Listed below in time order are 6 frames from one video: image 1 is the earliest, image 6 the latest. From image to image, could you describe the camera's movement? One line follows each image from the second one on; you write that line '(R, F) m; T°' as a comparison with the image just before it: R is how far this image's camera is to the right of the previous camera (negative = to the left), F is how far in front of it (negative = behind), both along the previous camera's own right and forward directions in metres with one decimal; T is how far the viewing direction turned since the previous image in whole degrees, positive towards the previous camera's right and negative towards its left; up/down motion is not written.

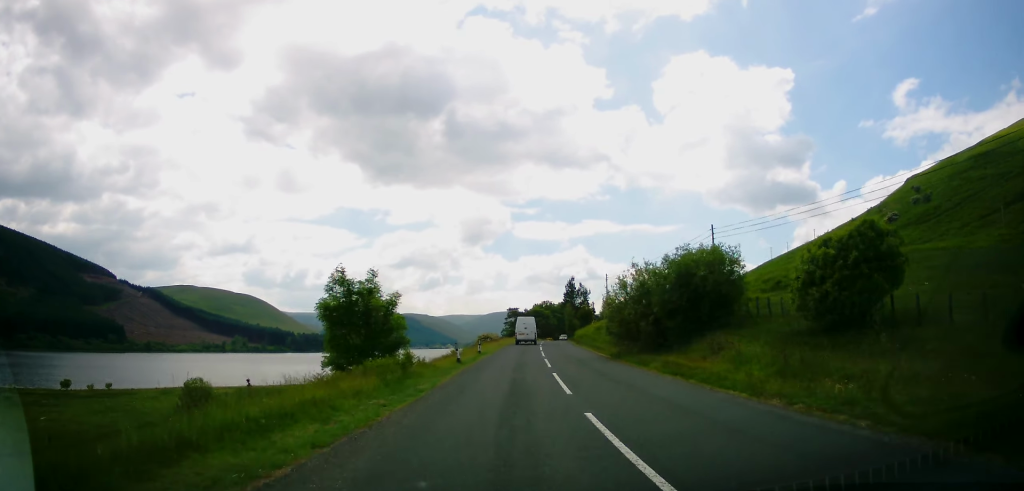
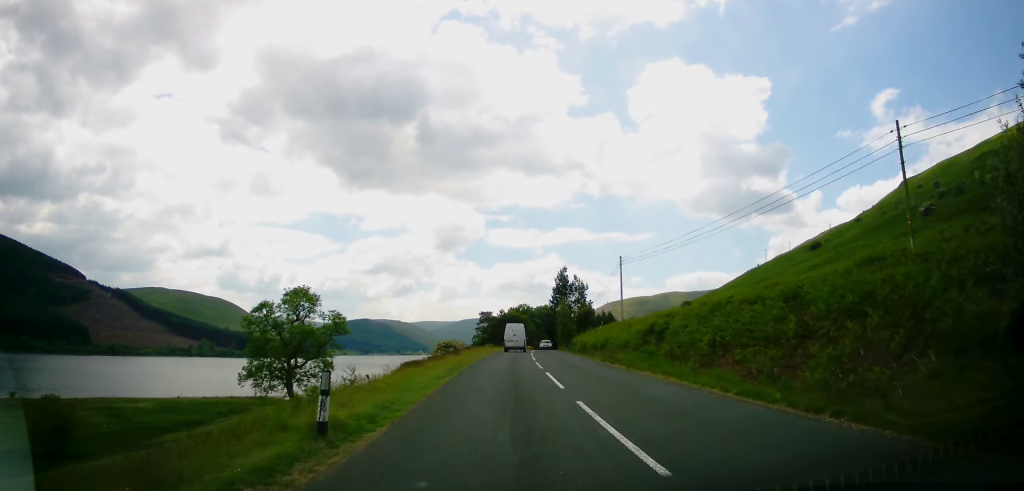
(+0.7, +26.4) m; +2°
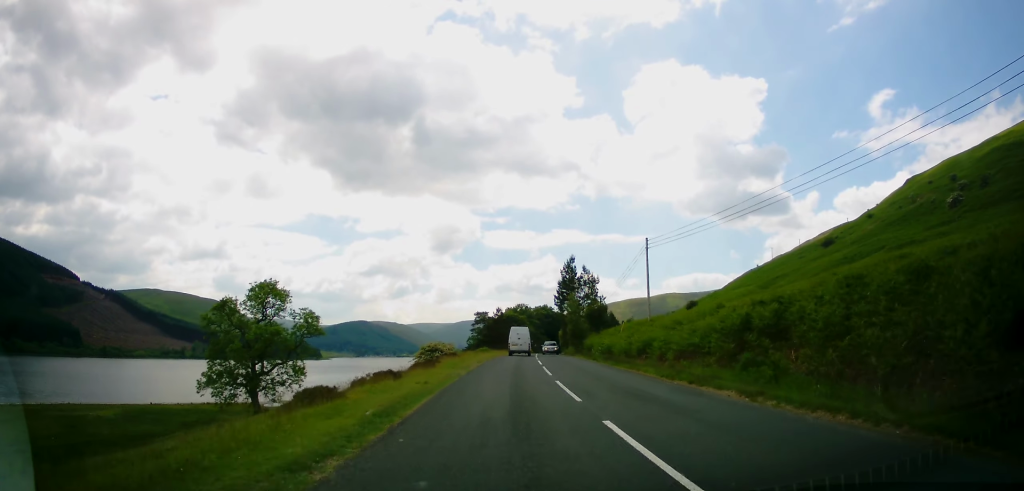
(0.0, +11.8) m; +1°
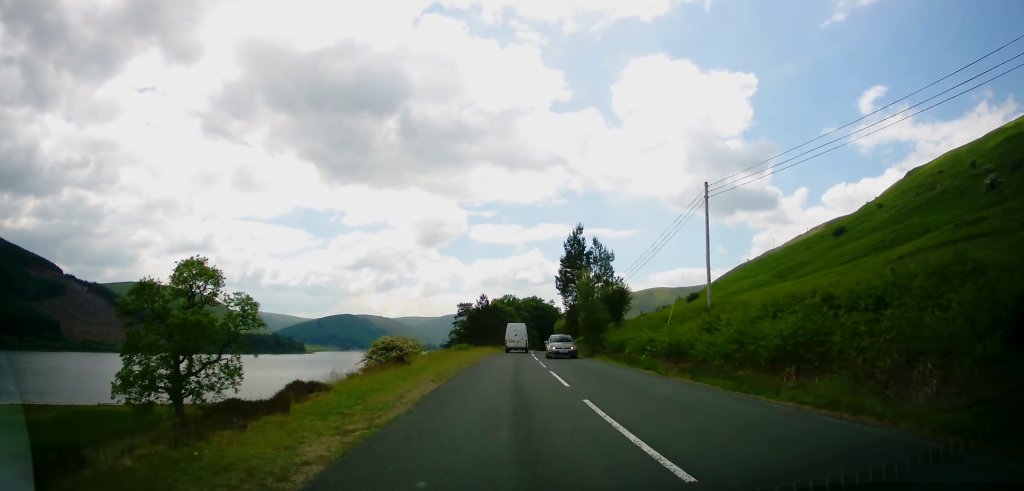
(+0.2, +16.2) m; +2°
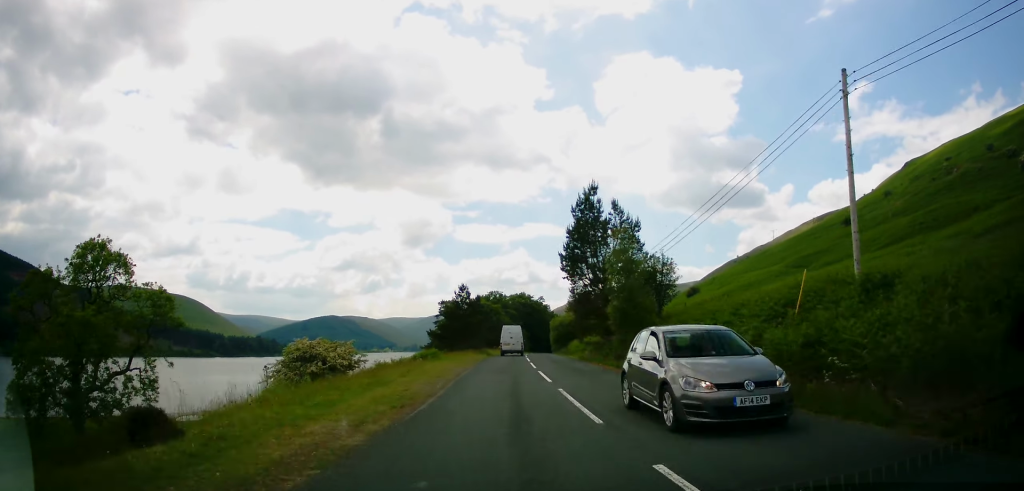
(+0.3, +14.9) m; +1°
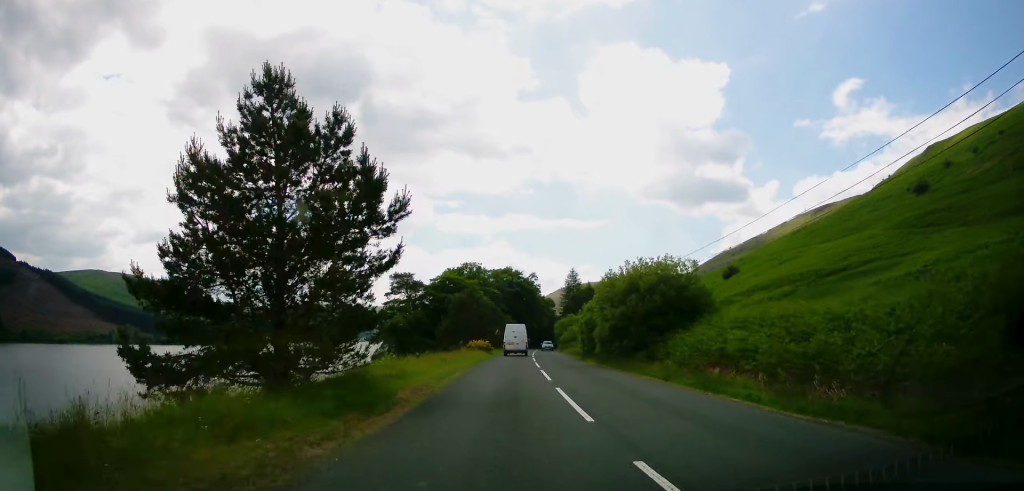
(+0.8, +46.3) m; +2°
